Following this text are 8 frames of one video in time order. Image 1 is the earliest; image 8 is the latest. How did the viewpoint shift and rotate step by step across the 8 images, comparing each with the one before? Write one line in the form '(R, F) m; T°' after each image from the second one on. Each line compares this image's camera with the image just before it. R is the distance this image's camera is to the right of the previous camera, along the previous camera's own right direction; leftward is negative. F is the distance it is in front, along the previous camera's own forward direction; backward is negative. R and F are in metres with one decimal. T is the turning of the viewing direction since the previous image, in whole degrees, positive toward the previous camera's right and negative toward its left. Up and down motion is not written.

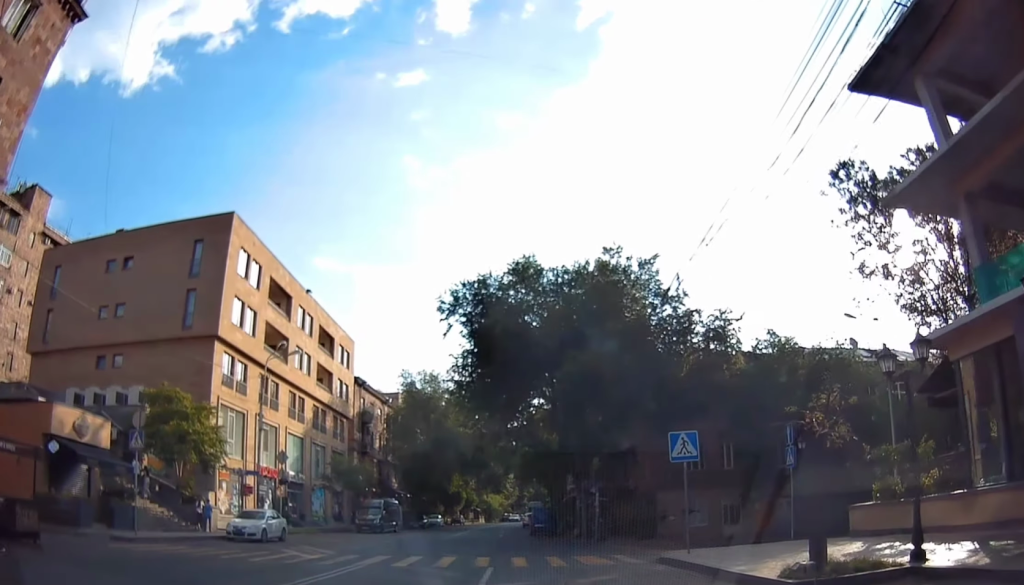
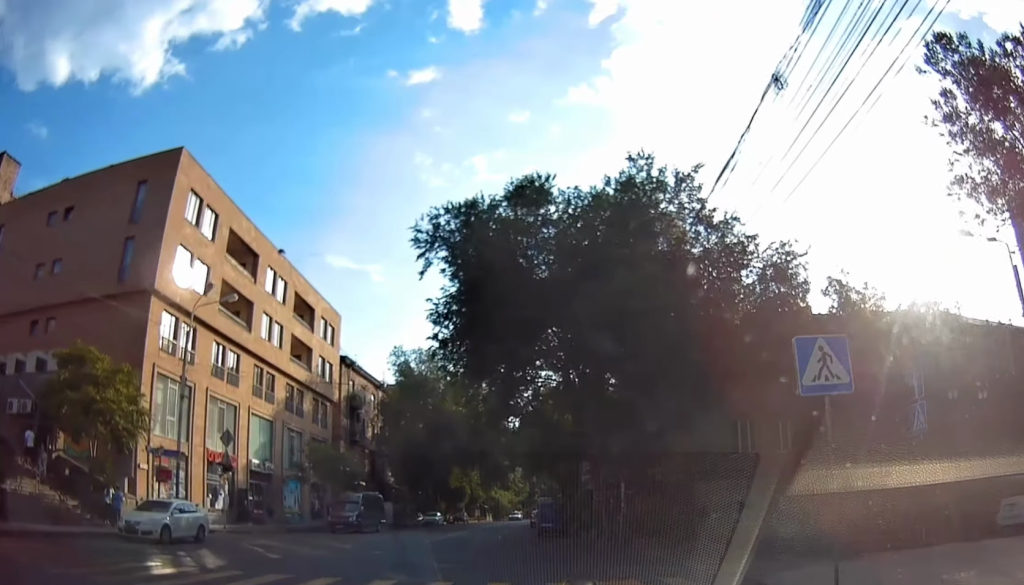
(+0.2, +8.9) m; -1°
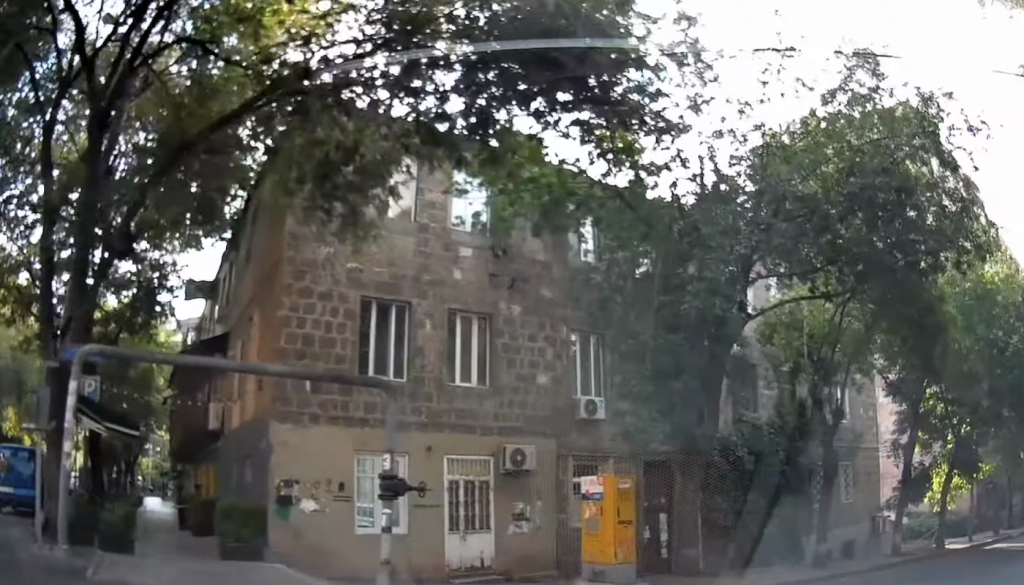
(+3.9, +17.6) m; +43°
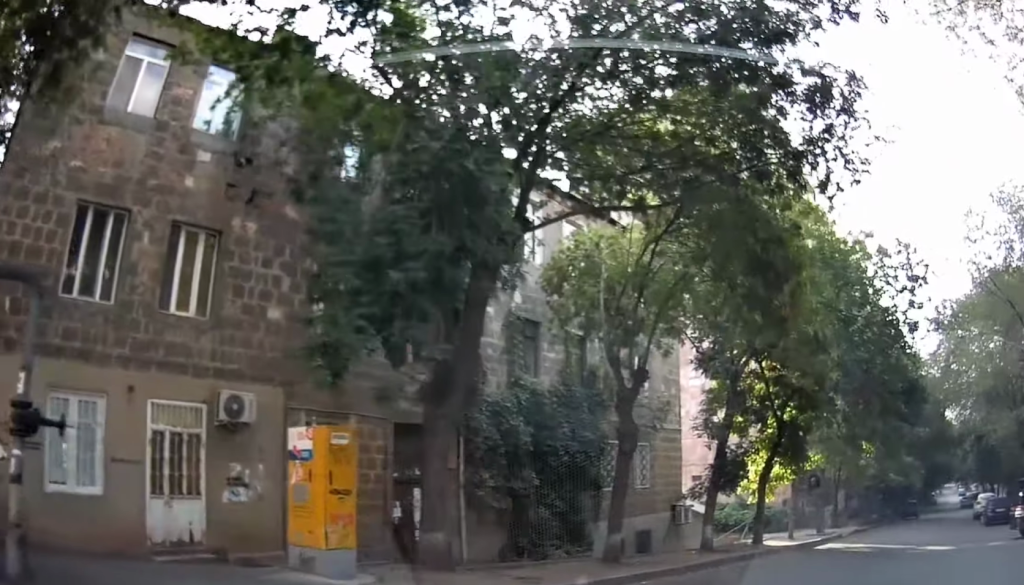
(+0.1, +3.4) m; +10°
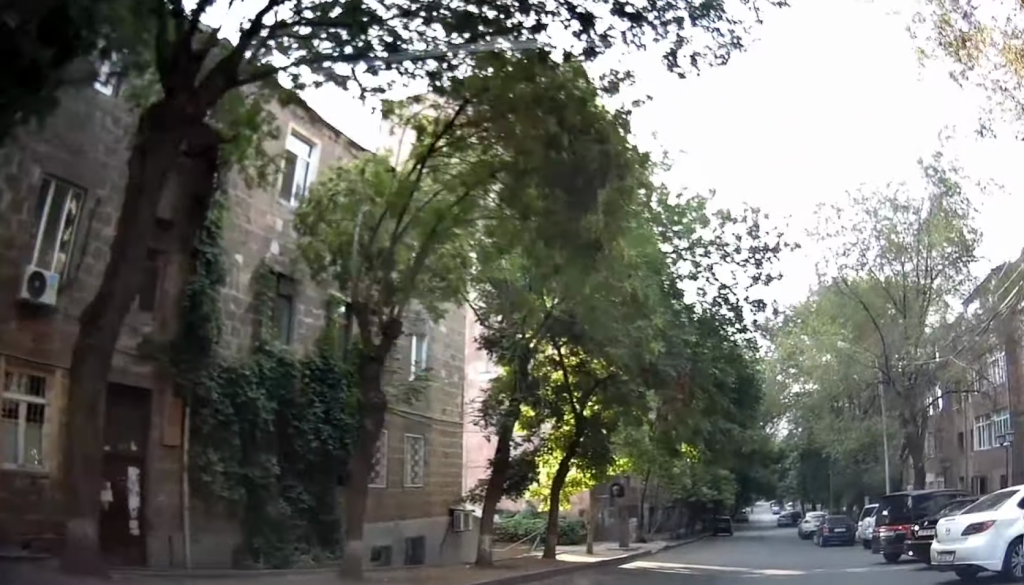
(+0.5, +3.6) m; +10°
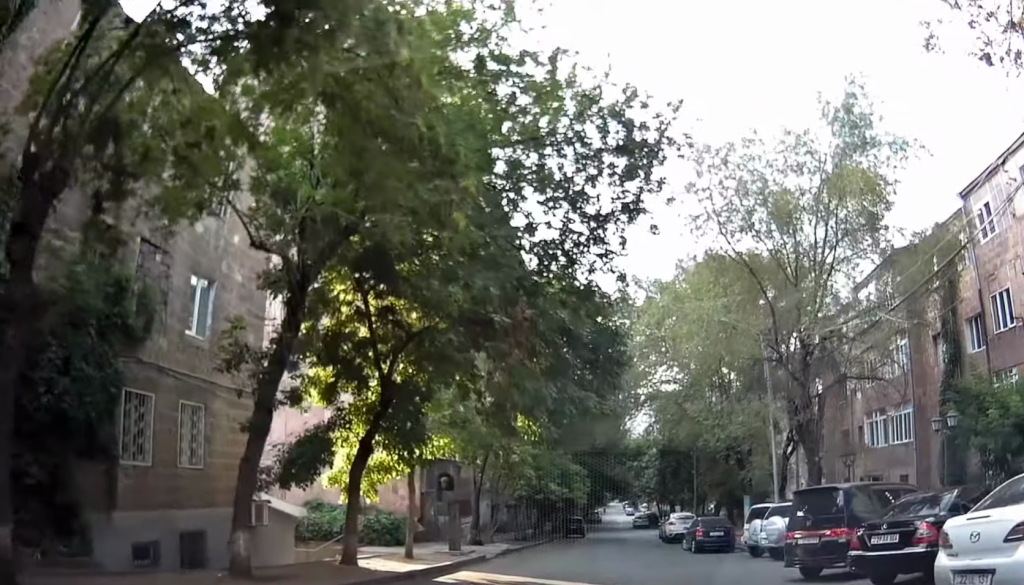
(+0.5, +4.6) m; +11°
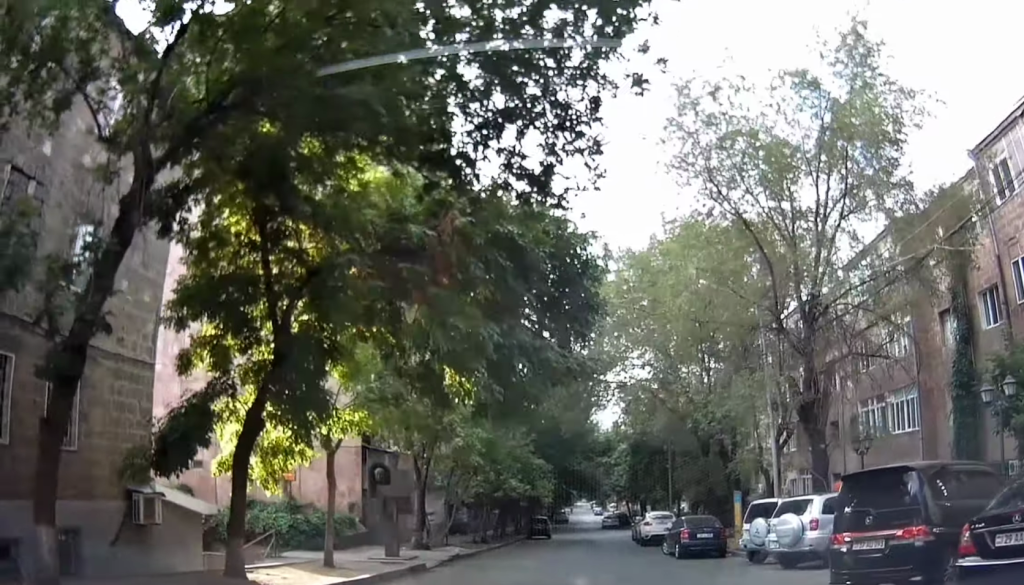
(+0.1, +4.0) m; +8°
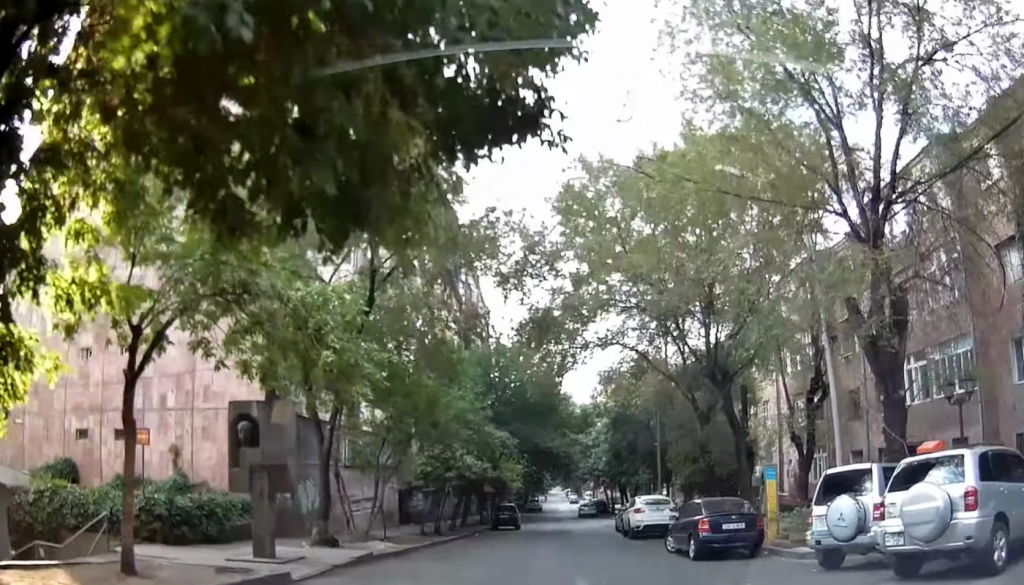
(+0.7, +7.2) m; +5°
